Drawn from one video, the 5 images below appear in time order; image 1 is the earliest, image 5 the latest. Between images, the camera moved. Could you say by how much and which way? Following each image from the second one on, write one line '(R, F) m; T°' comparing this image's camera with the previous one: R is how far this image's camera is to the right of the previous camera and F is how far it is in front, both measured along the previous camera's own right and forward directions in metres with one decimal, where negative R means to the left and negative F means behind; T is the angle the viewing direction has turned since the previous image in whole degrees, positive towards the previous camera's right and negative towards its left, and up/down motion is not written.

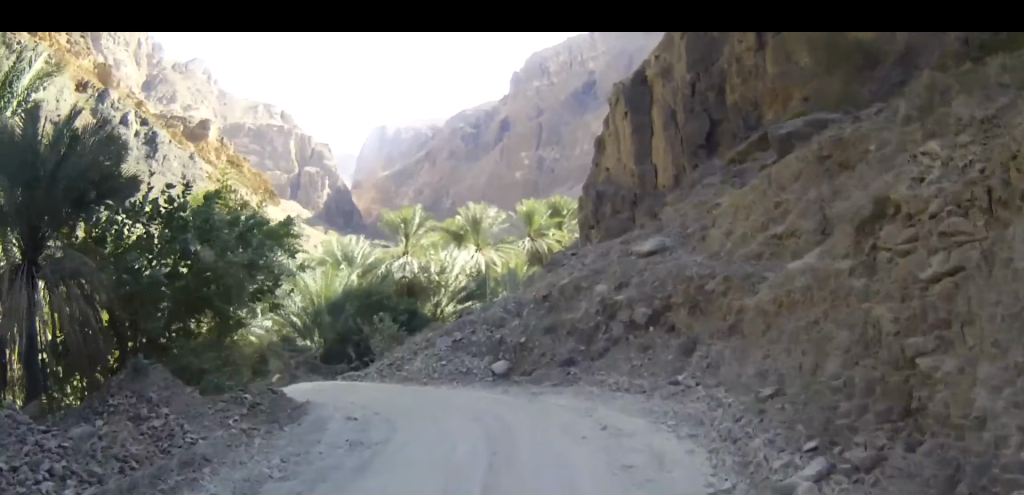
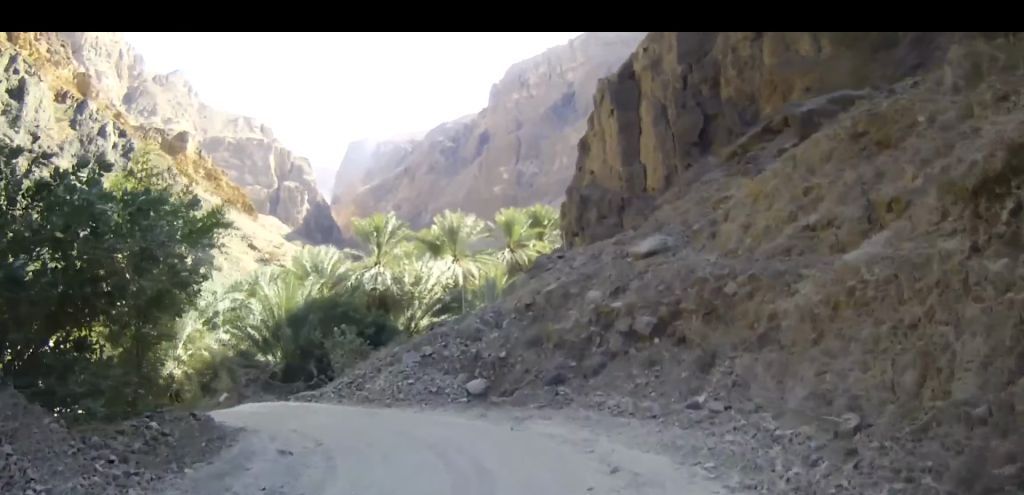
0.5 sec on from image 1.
(0.0, +3.0) m; +1°
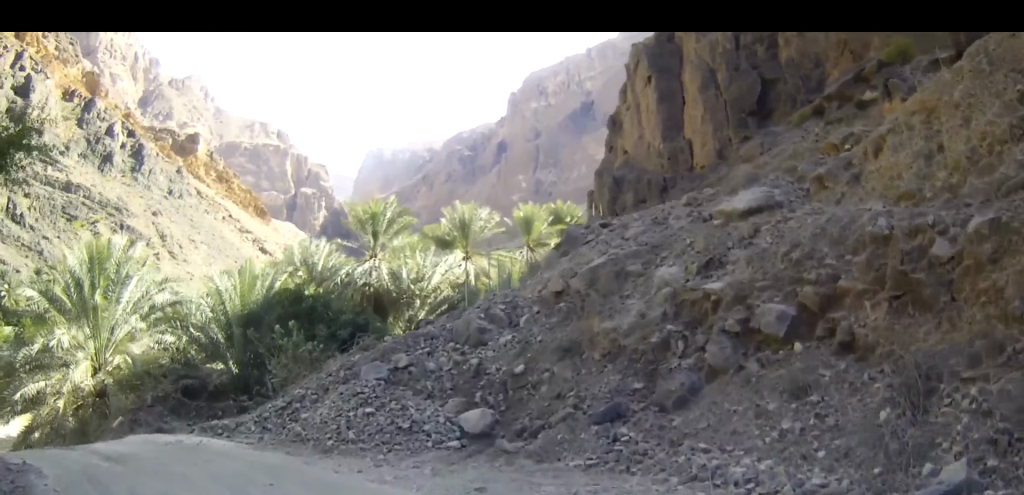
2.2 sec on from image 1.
(+0.1, +8.3) m; -4°
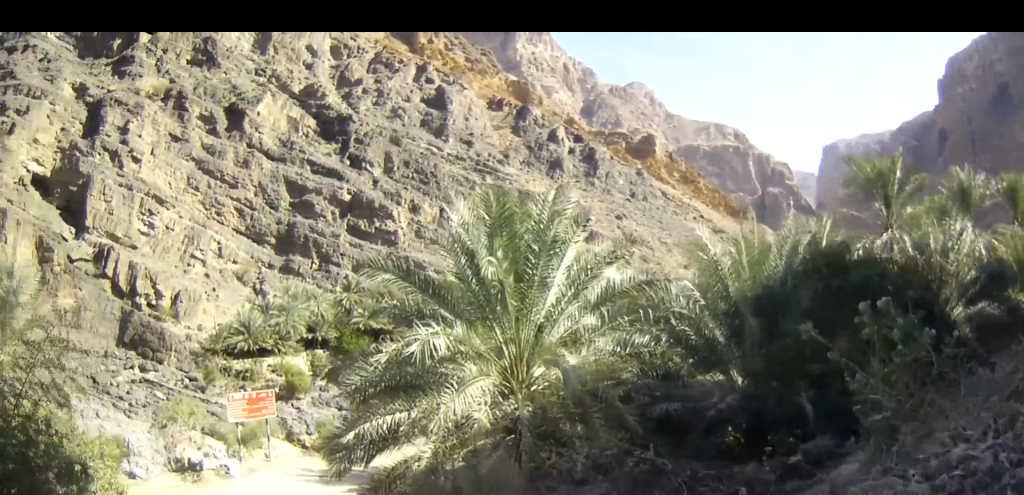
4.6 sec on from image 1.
(-2.6, +7.8) m; -46°
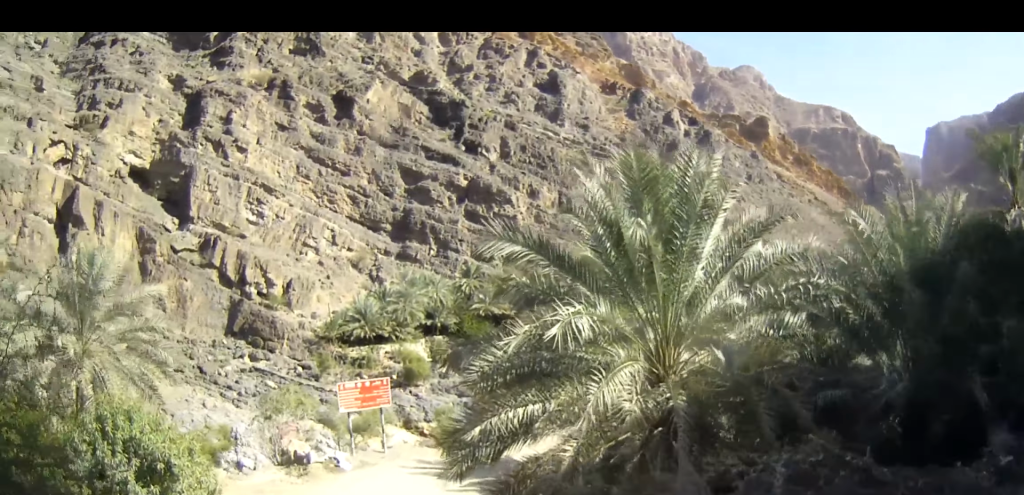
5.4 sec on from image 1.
(-0.3, +2.0) m; -12°
